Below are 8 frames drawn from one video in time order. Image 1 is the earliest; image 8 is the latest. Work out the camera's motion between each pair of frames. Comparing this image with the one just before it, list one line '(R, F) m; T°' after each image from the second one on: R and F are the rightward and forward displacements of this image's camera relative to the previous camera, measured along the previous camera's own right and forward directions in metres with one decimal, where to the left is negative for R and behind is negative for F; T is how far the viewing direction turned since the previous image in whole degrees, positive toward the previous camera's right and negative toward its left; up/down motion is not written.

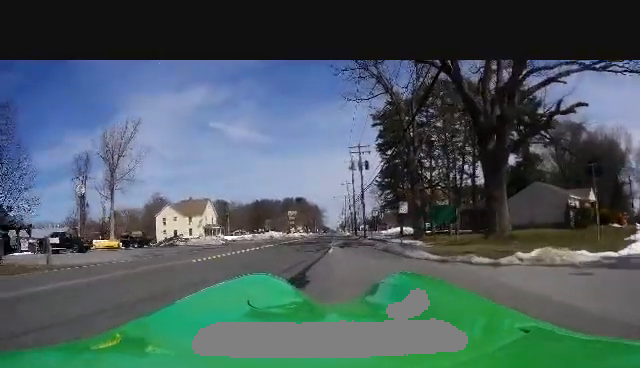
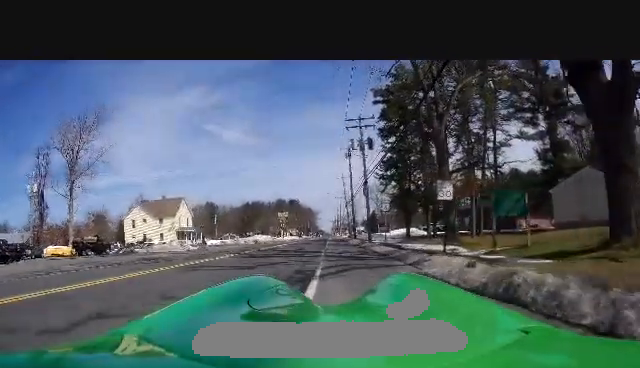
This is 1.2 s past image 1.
(+0.2, +10.9) m; +2°
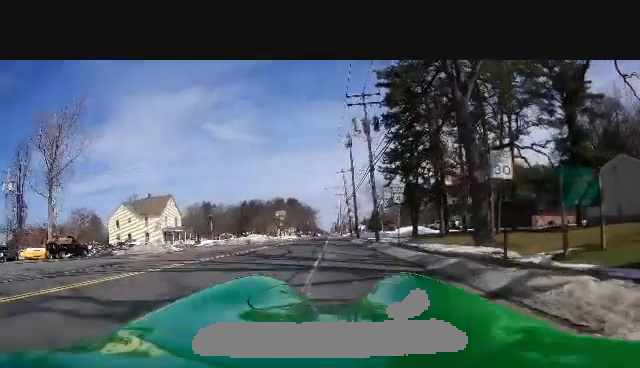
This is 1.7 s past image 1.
(+0.1, +5.2) m; +1°
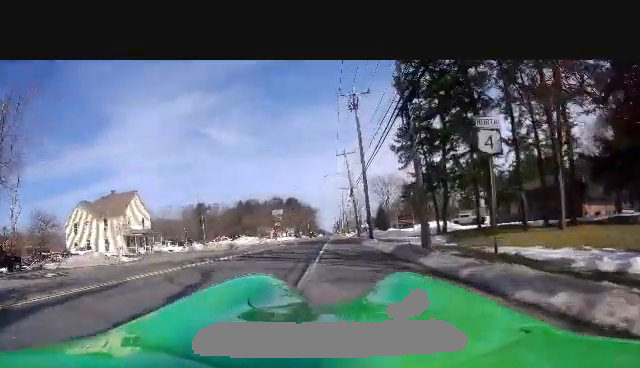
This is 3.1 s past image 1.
(0.0, +12.1) m; 0°
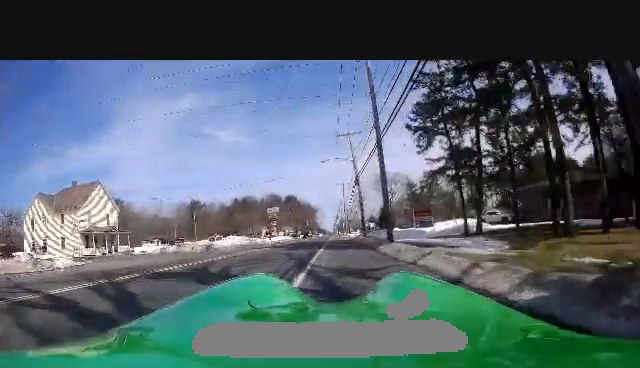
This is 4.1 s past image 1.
(0.0, +9.0) m; 0°
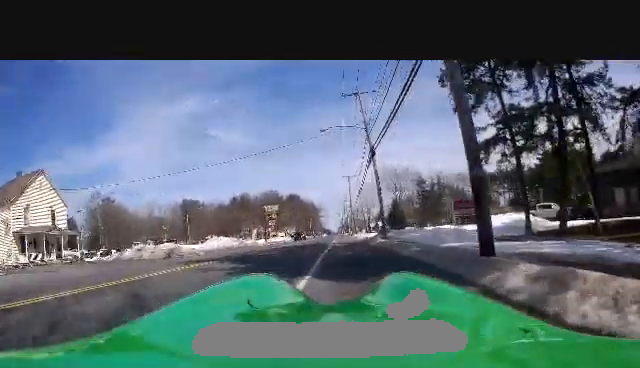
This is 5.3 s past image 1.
(0.0, +10.6) m; +1°
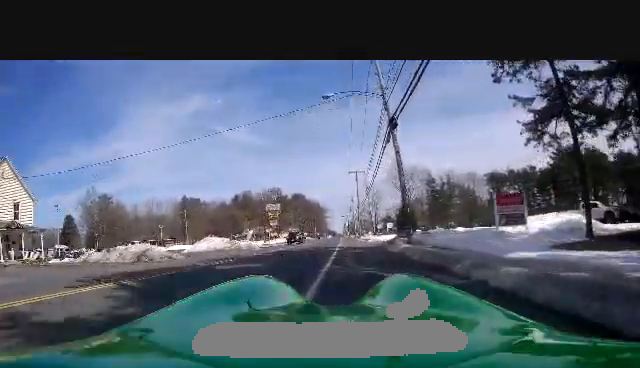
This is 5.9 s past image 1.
(+0.1, +5.8) m; 0°
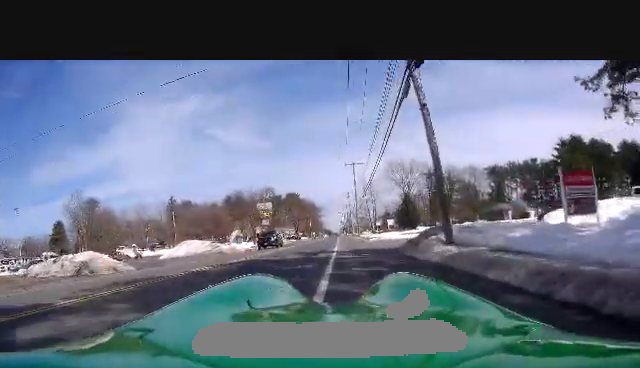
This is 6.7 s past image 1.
(+0.1, +6.3) m; -1°
